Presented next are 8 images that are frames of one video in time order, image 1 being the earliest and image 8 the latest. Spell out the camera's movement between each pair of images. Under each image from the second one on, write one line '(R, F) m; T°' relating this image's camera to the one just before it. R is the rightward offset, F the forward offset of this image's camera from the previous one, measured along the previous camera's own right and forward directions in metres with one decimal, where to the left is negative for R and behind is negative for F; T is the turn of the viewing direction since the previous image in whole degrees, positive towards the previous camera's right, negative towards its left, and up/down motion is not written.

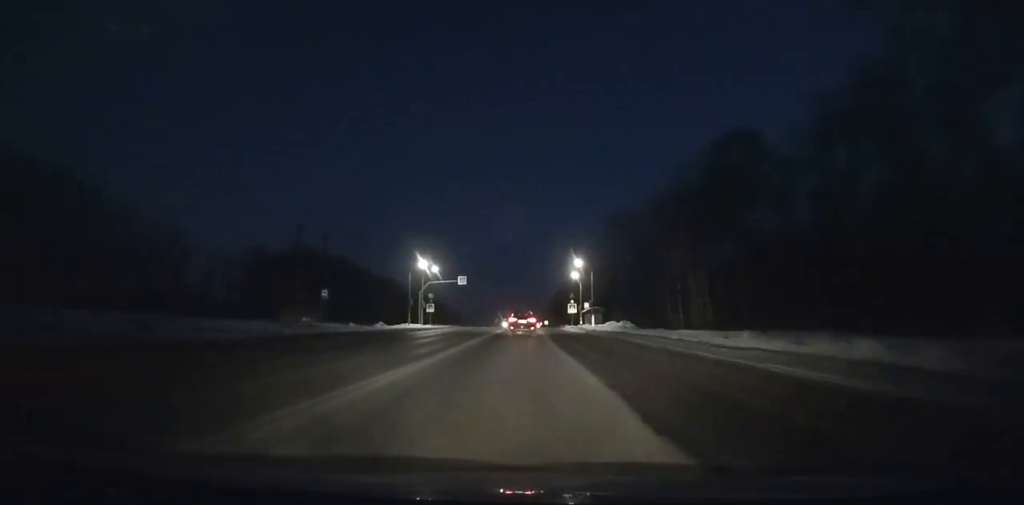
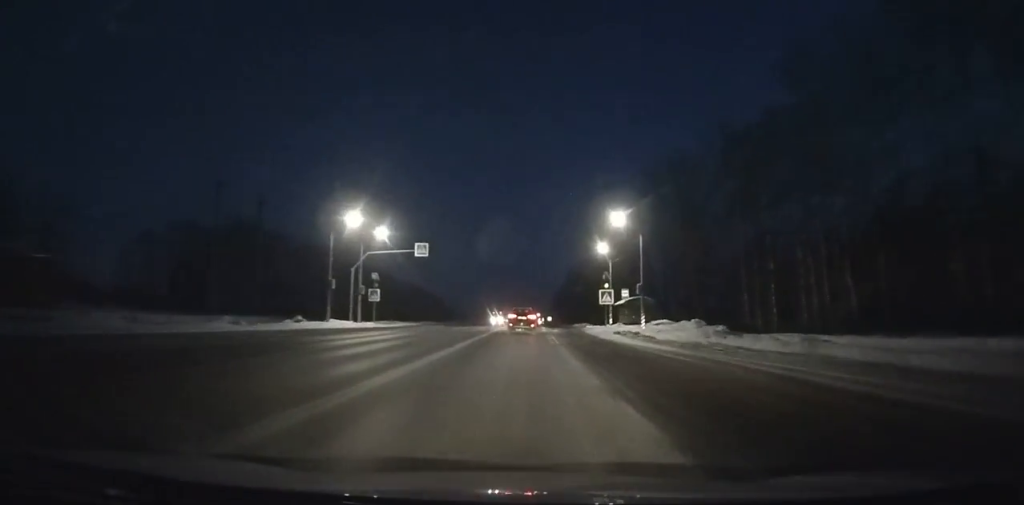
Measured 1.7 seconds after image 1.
(-0.2, +33.3) m; 0°
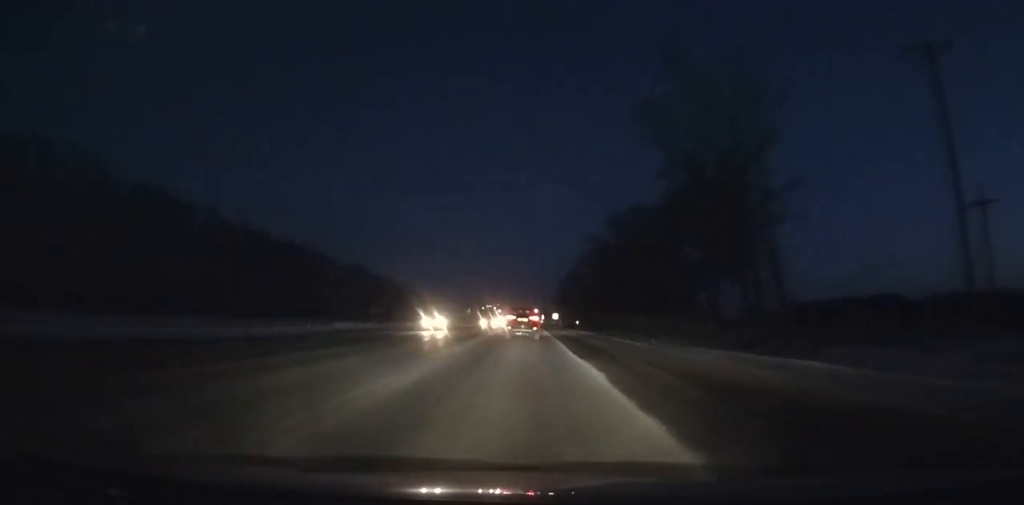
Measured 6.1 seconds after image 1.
(+0.3, +84.9) m; +1°
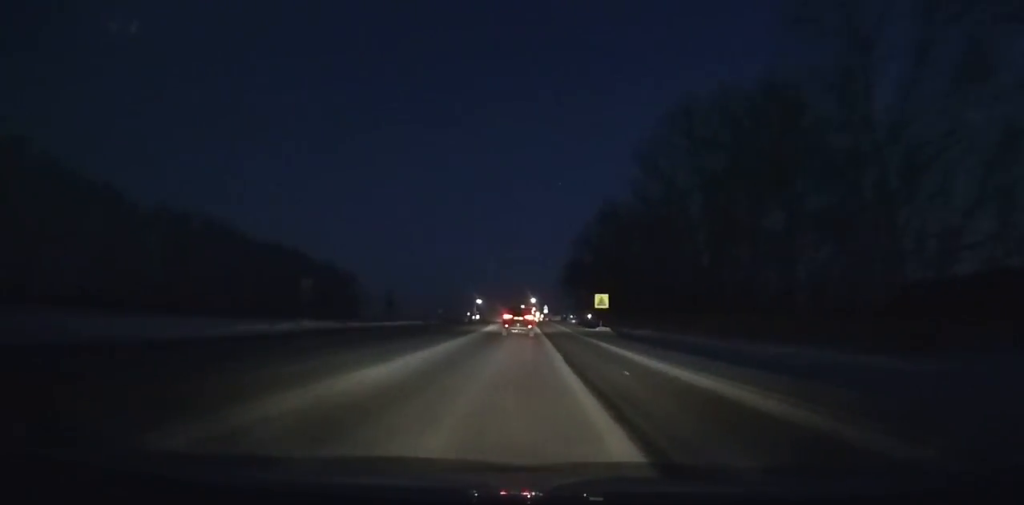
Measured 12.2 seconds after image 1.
(+0.9, +112.4) m; 0°
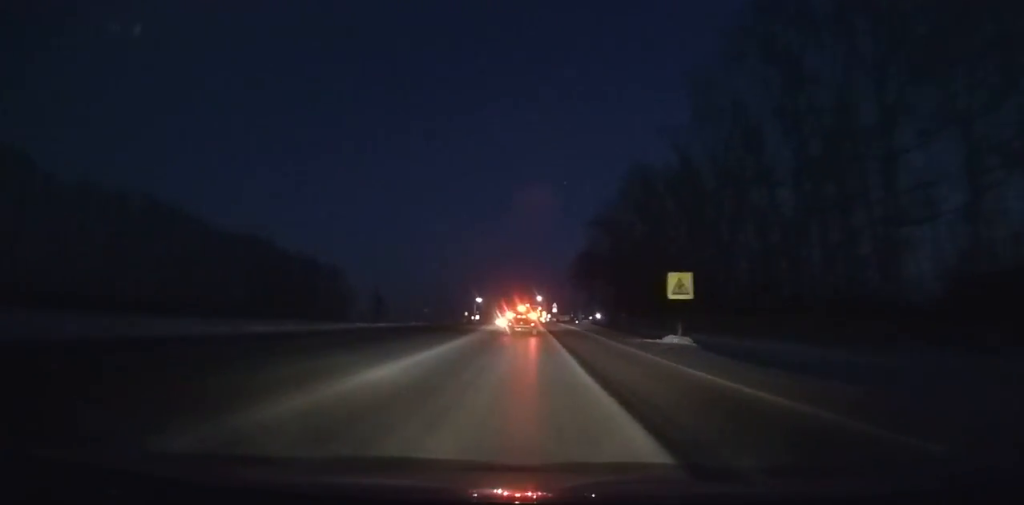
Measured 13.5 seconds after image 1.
(-0.1, +22.9) m; 0°
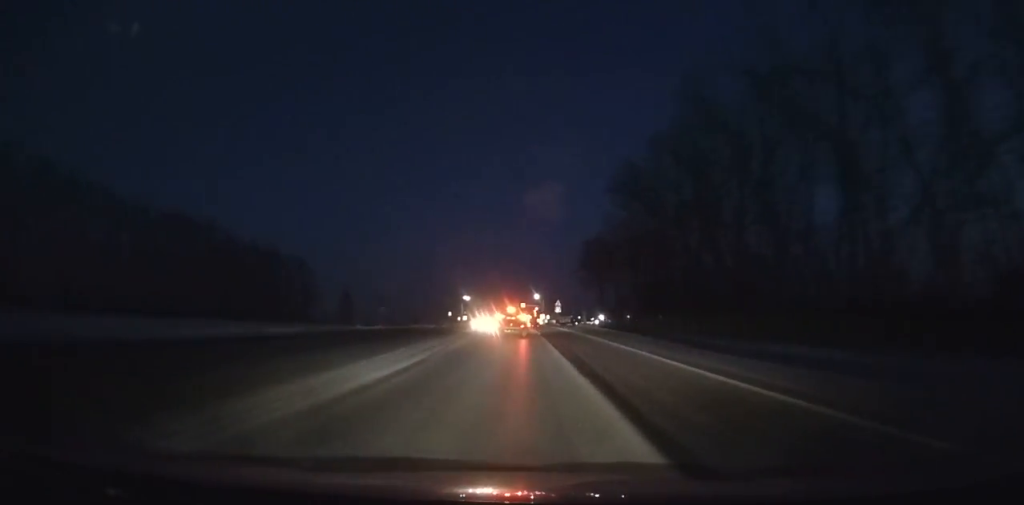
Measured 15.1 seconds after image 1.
(0.0, +26.6) m; 0°
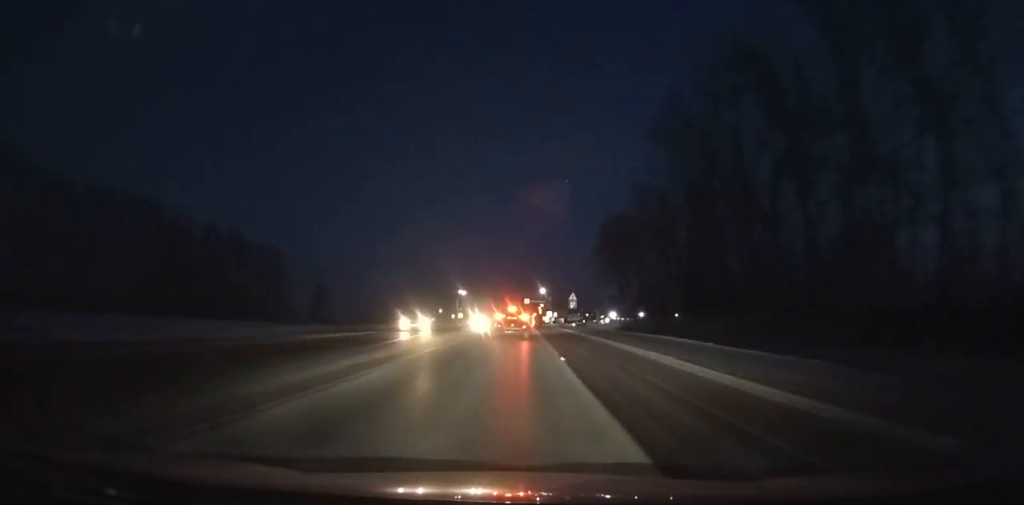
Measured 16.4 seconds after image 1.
(-0.1, +21.2) m; 0°
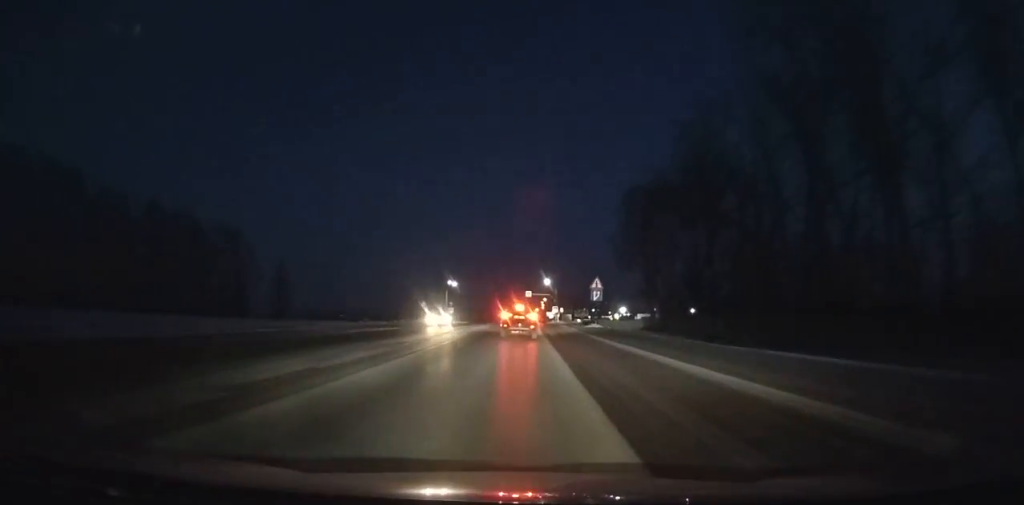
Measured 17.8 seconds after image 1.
(+0.1, +21.1) m; 0°
